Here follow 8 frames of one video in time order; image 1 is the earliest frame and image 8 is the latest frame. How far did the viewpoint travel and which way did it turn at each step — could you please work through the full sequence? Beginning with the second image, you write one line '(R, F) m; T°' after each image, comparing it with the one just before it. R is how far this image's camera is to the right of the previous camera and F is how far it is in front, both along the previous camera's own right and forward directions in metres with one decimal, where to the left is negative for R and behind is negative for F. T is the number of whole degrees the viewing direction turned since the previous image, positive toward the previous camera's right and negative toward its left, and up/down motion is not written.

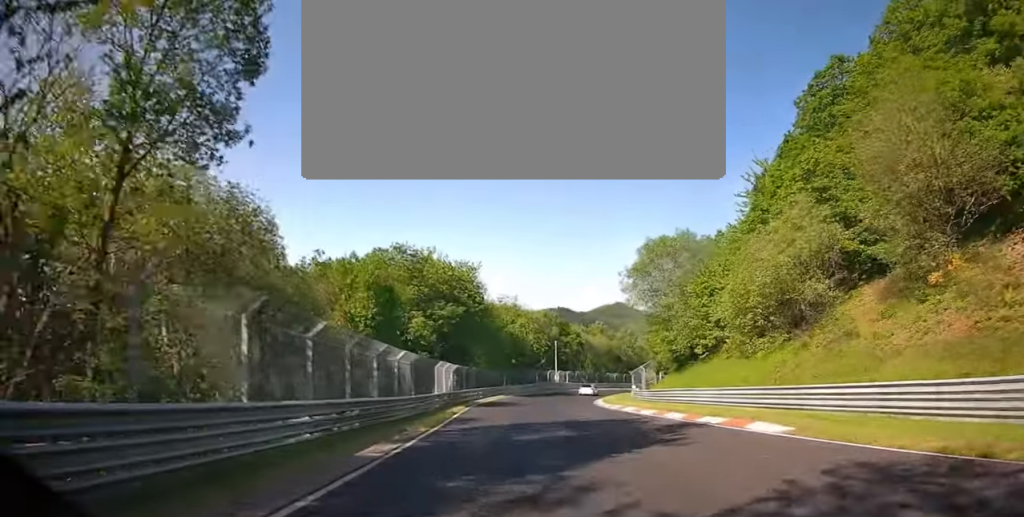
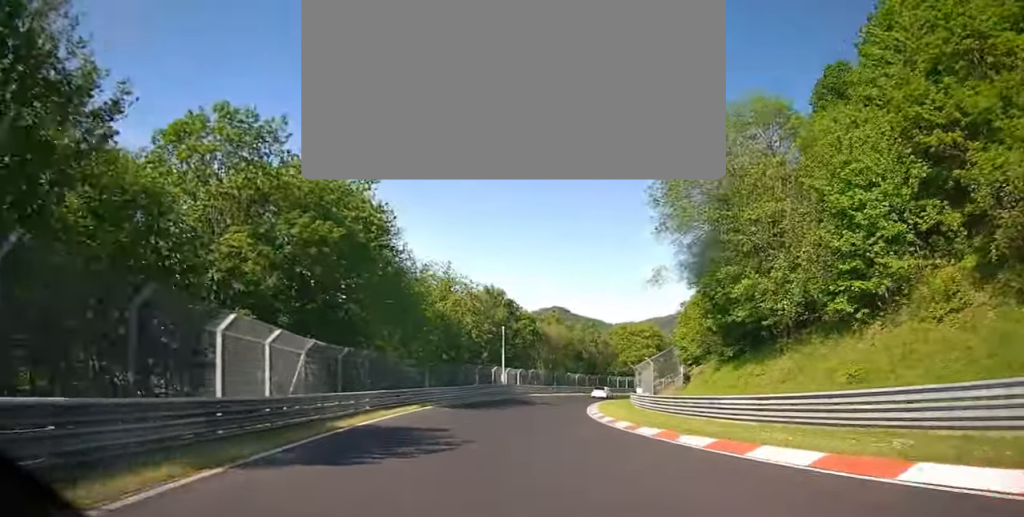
(+1.2, +25.7) m; +4°
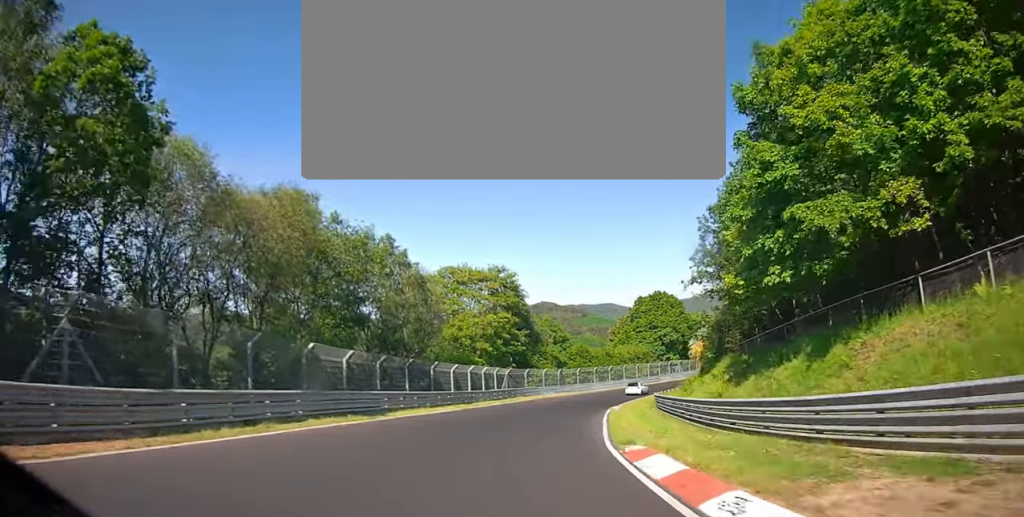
(+9.4, +59.4) m; +23°
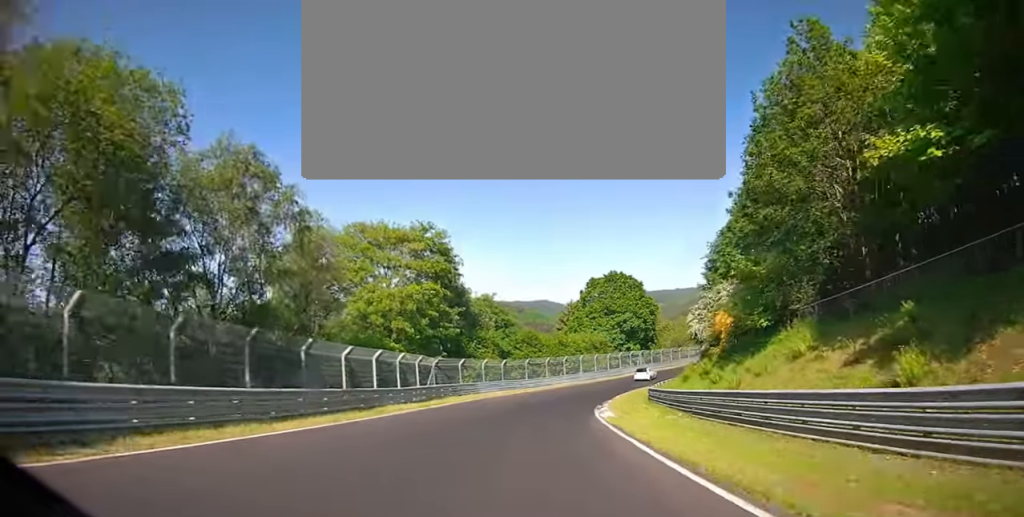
(+1.0, +15.8) m; +8°
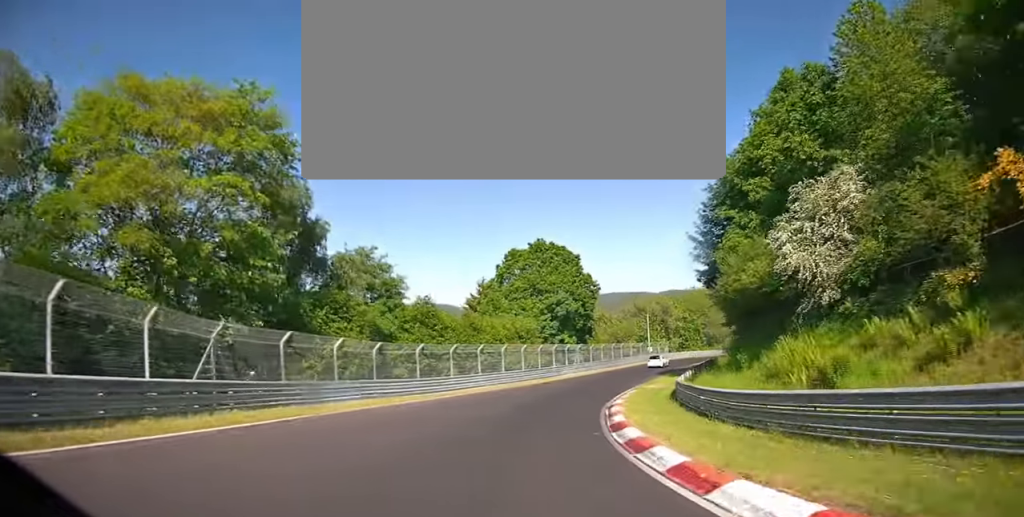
(+2.3, +23.2) m; +9°
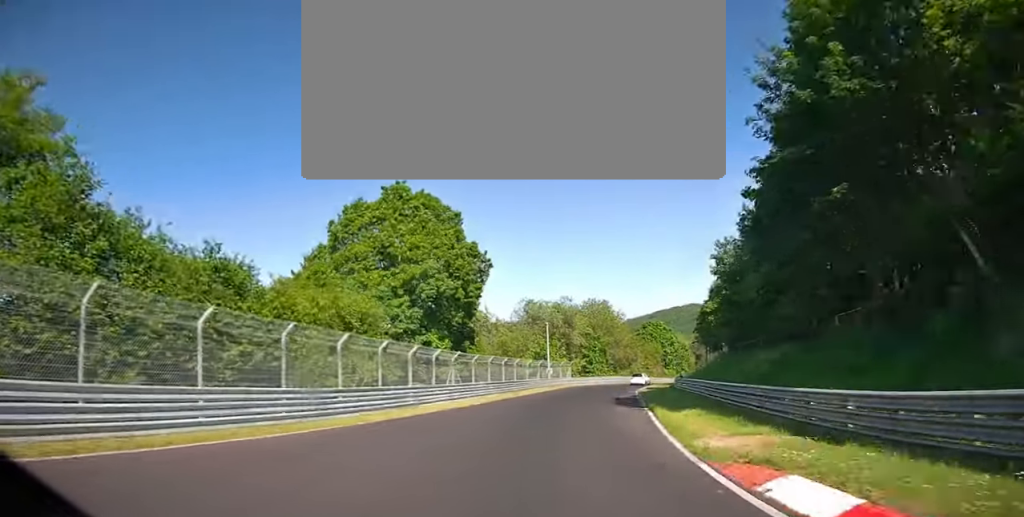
(+1.9, +26.7) m; +9°
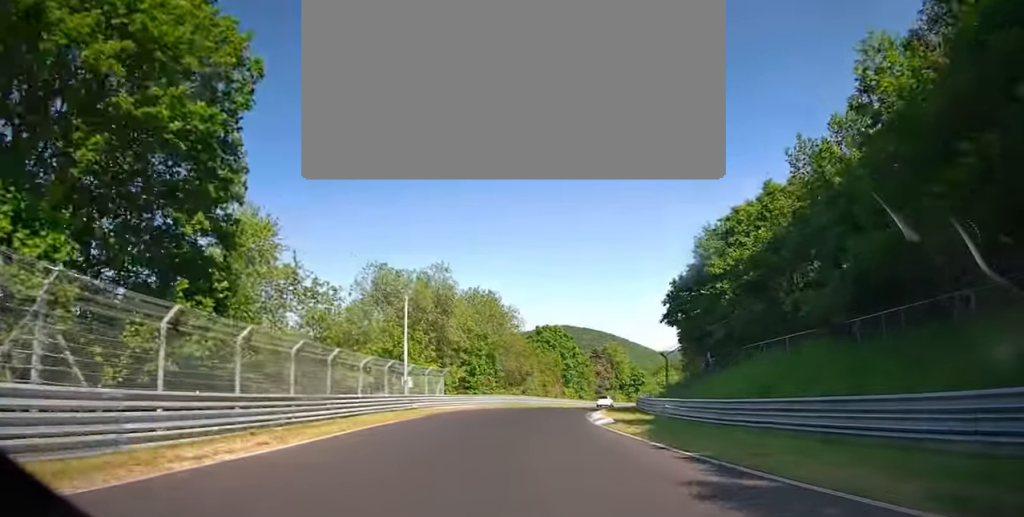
(+2.8, +28.3) m; +11°
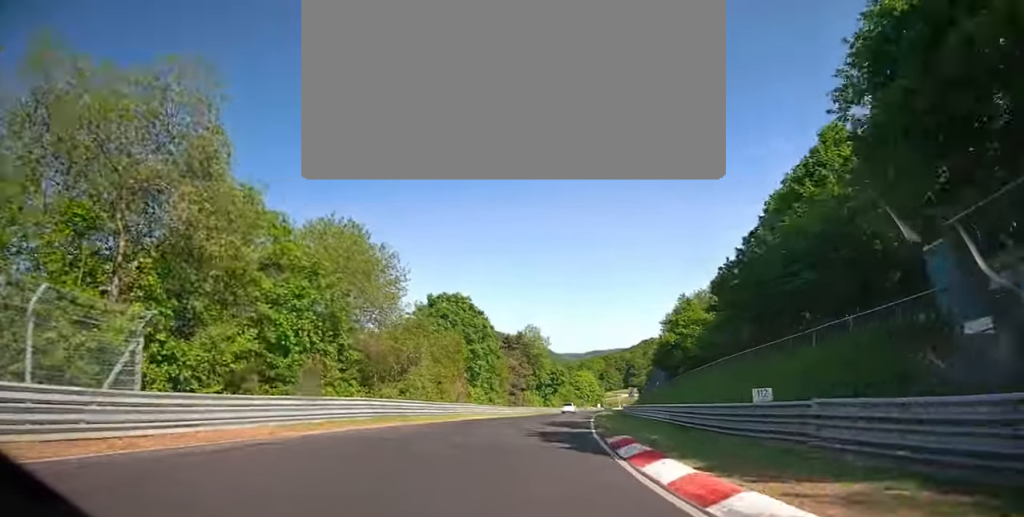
(+3.1, +27.8) m; +17°
